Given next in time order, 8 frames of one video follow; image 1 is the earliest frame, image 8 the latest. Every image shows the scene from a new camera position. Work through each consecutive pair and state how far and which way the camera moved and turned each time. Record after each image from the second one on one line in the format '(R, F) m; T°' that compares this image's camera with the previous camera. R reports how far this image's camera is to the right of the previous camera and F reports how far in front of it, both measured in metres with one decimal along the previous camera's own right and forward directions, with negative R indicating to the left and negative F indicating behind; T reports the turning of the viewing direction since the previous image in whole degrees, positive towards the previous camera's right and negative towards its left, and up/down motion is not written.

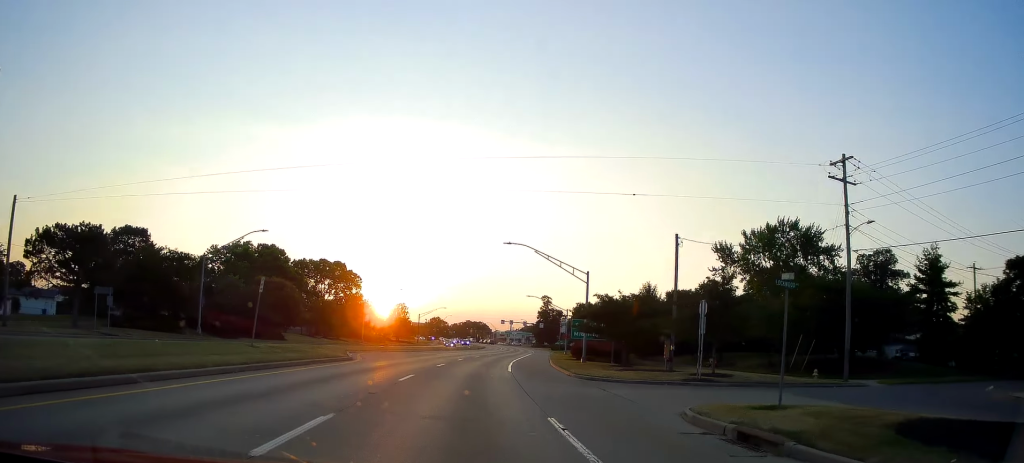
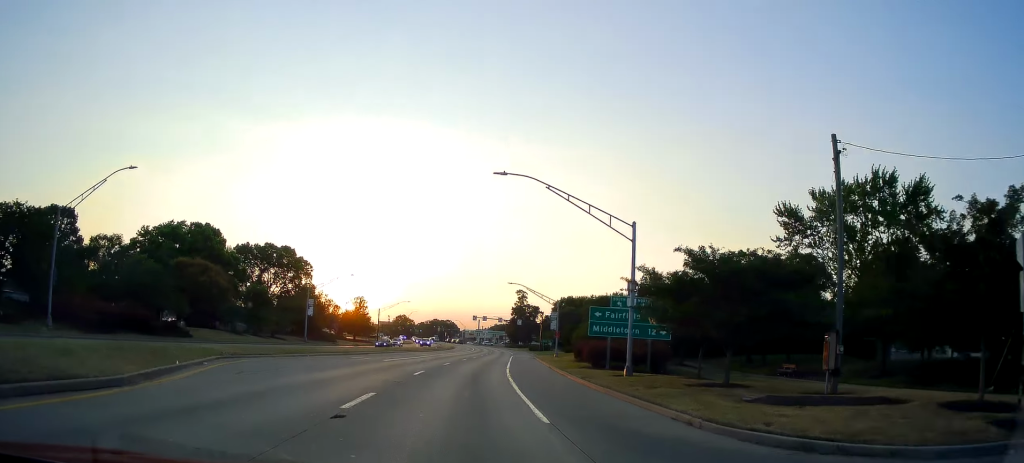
(-0.4, +19.5) m; +2°
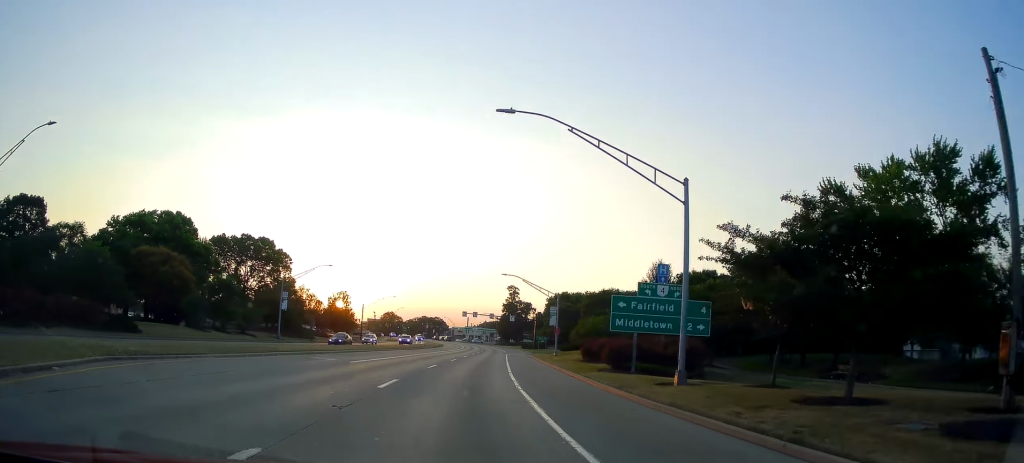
(+0.1, +8.1) m; +3°
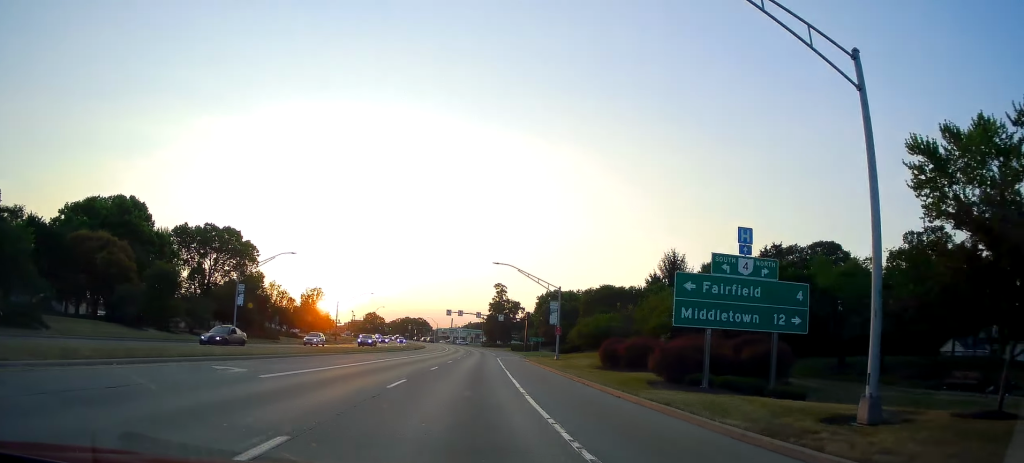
(+0.5, +11.2) m; +2°
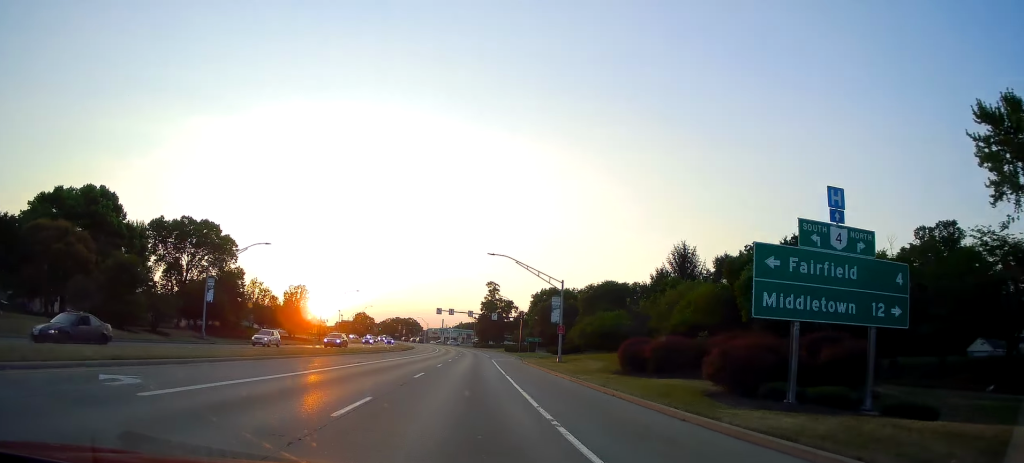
(+0.3, +6.4) m; 0°
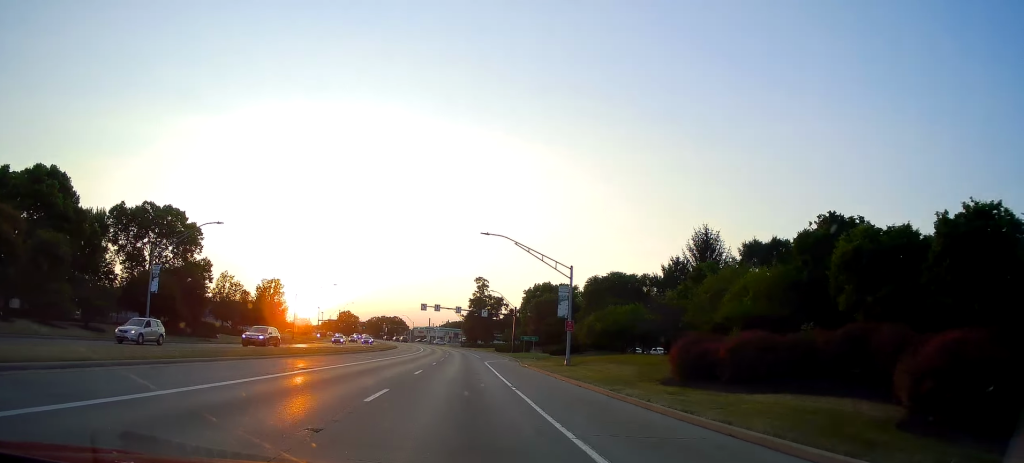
(-0.2, +9.7) m; +1°
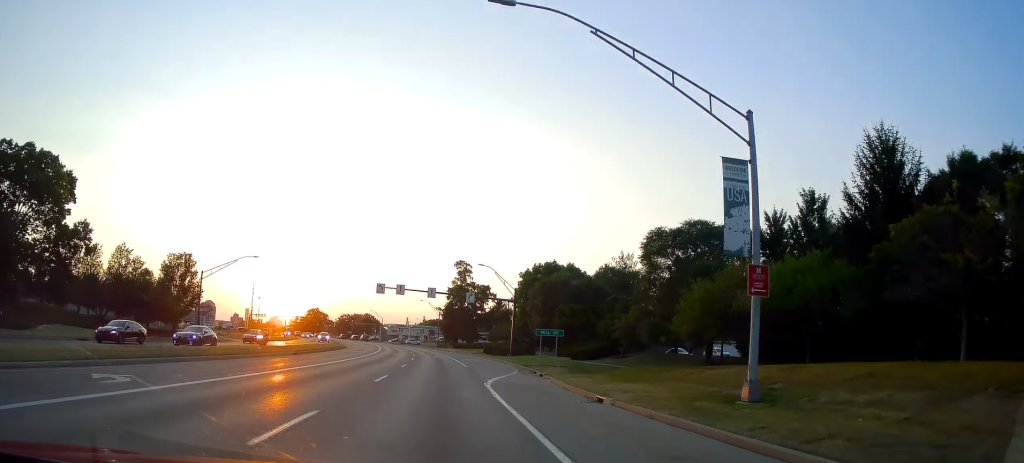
(+1.2, +30.8) m; +3°
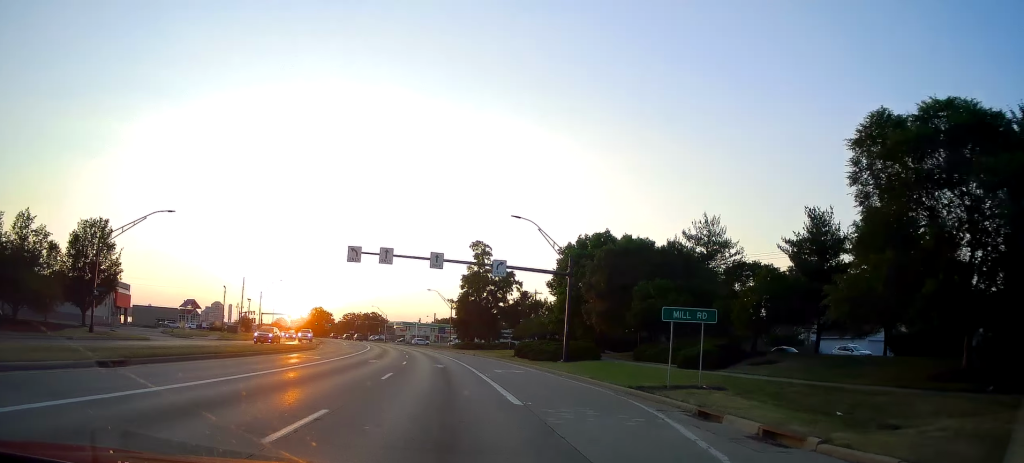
(-0.9, +25.1) m; -5°
